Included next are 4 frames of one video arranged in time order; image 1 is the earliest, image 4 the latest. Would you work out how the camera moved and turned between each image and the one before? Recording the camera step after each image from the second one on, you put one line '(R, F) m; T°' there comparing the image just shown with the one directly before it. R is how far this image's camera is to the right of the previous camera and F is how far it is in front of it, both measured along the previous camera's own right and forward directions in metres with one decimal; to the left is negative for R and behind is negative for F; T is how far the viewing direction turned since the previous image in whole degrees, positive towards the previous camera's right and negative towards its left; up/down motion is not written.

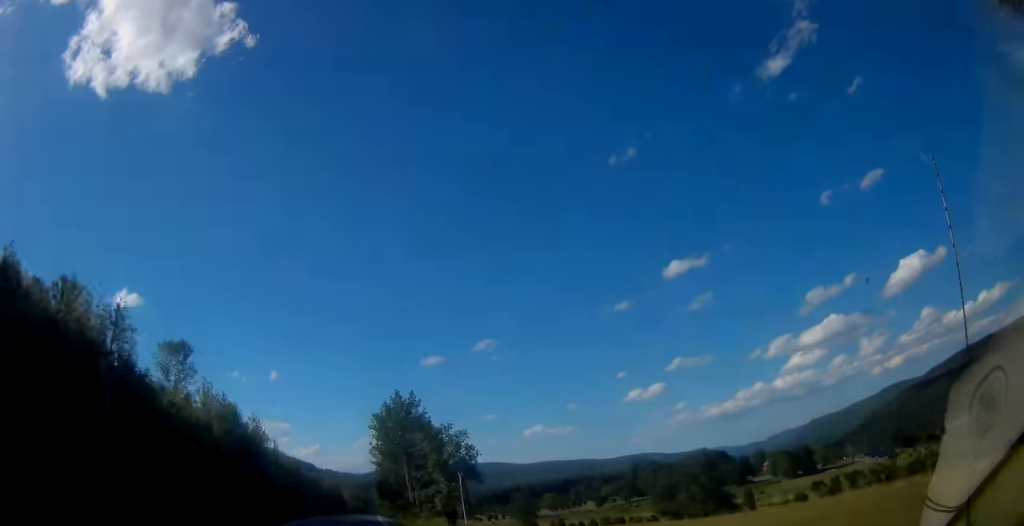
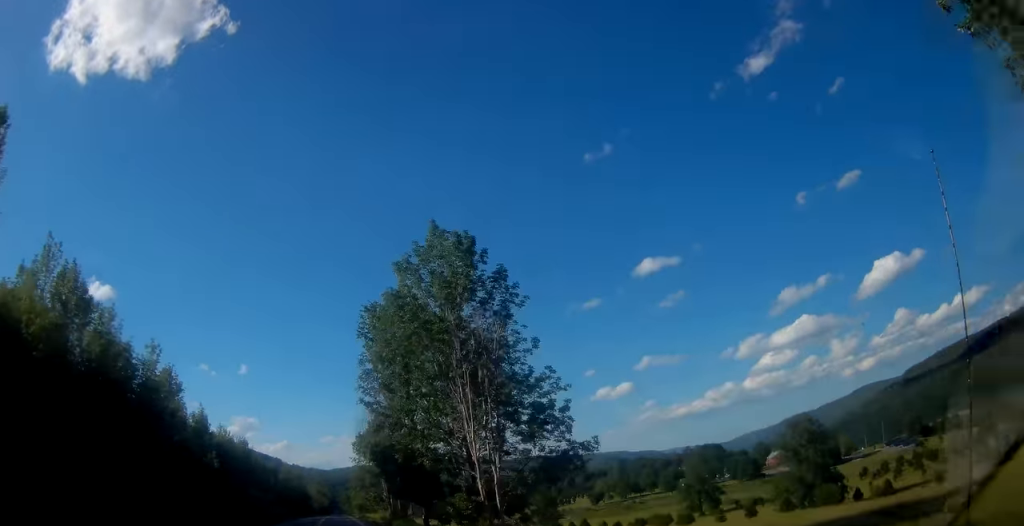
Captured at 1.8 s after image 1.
(+1.3, +44.9) m; +2°
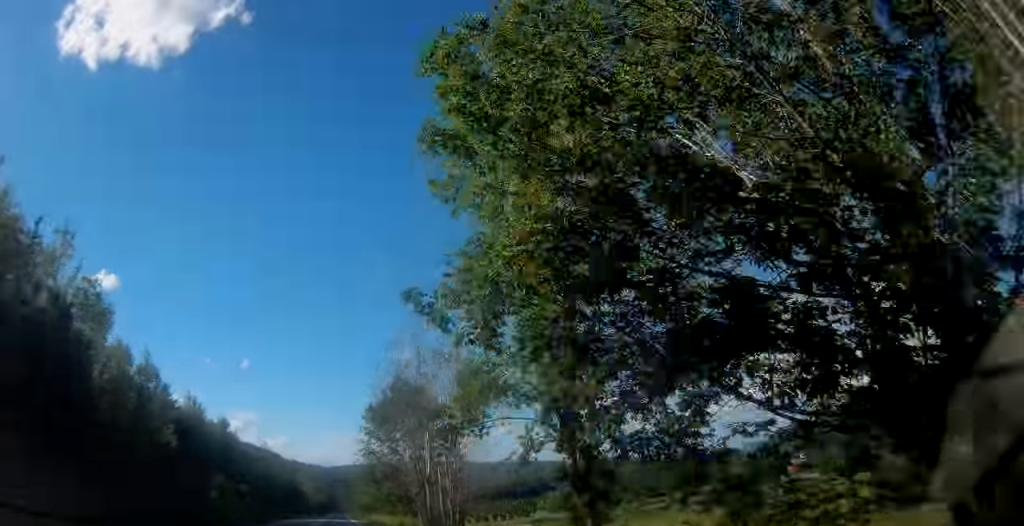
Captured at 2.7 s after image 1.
(0.0, +24.4) m; +1°
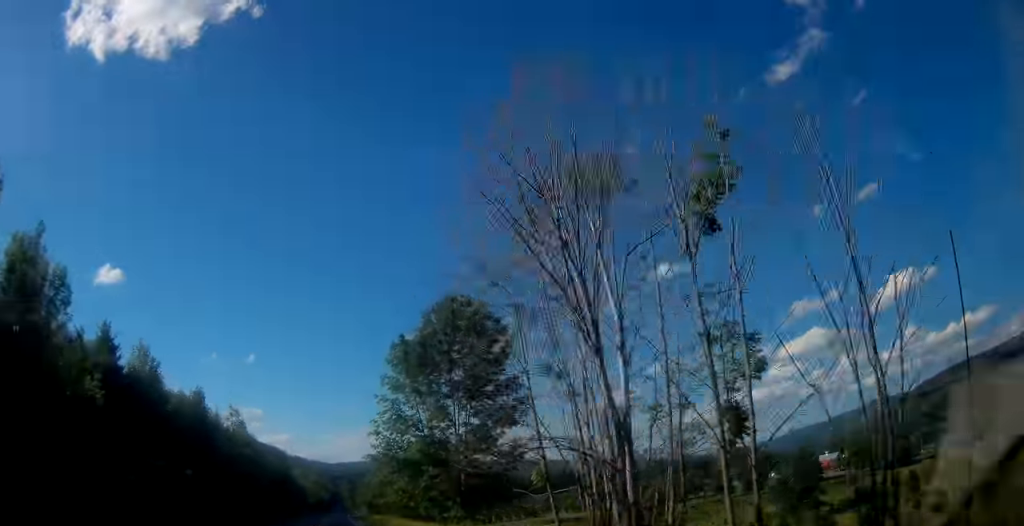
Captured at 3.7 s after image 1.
(+0.2, +24.2) m; 0°
